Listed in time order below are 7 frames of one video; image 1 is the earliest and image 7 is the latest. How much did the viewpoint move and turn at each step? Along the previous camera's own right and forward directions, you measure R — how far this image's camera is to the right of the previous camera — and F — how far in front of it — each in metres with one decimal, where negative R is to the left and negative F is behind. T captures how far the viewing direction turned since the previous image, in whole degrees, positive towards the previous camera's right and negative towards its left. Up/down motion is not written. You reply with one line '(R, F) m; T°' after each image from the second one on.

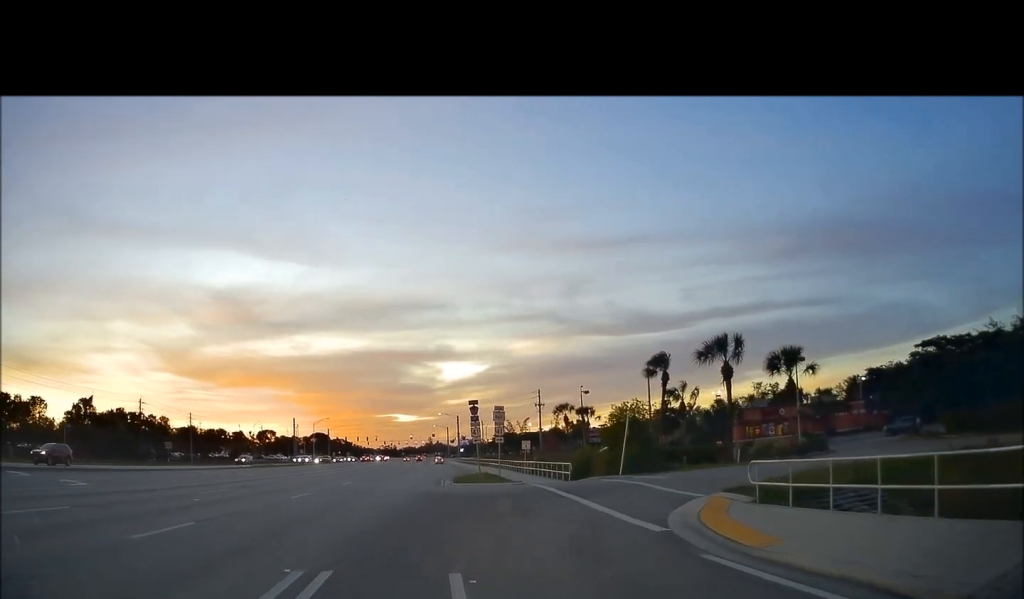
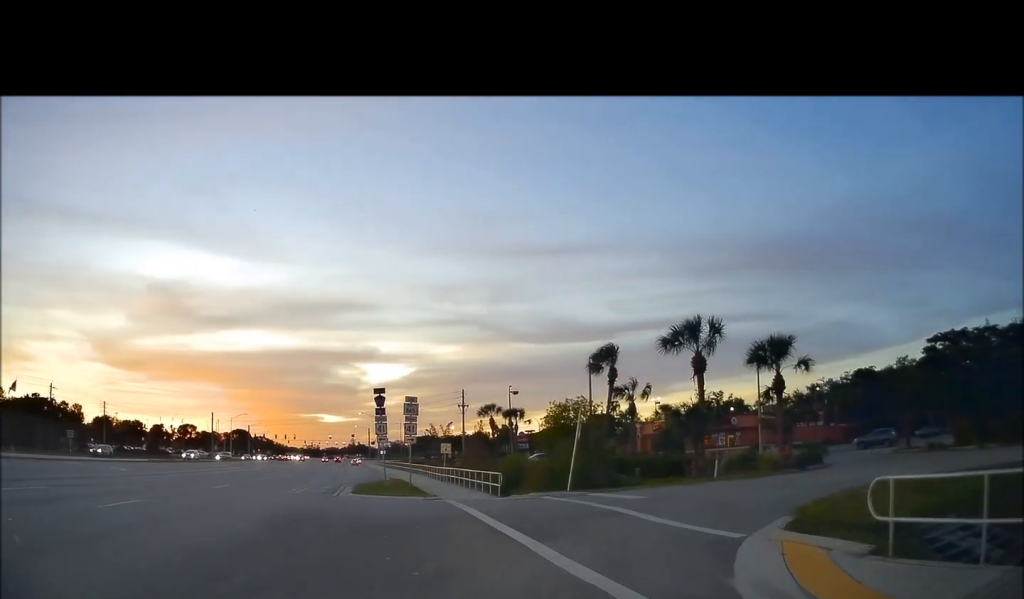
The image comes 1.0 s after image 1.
(+0.2, +8.6) m; +6°
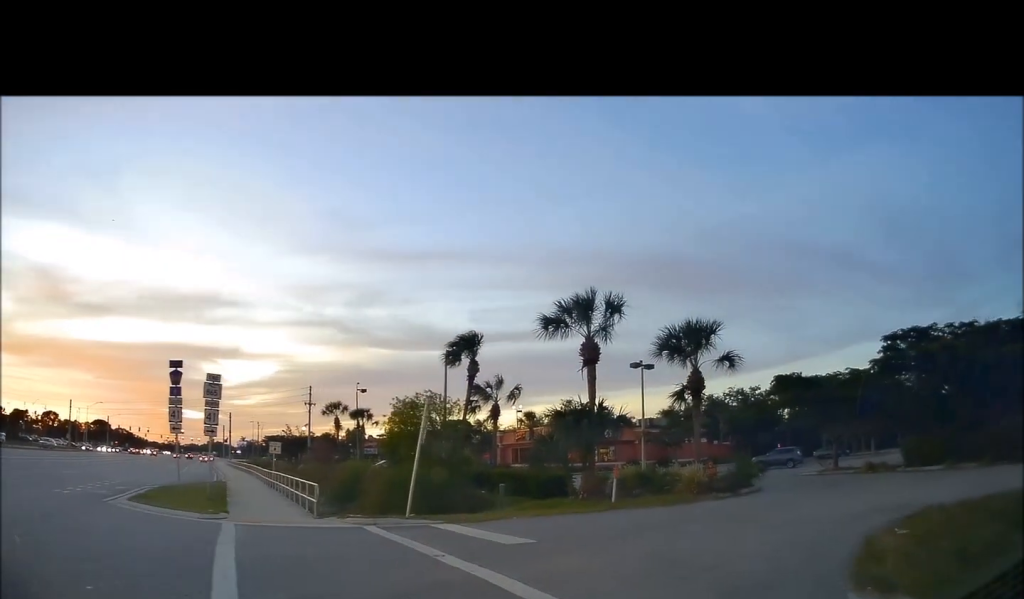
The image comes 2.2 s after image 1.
(+0.8, +8.2) m; +11°
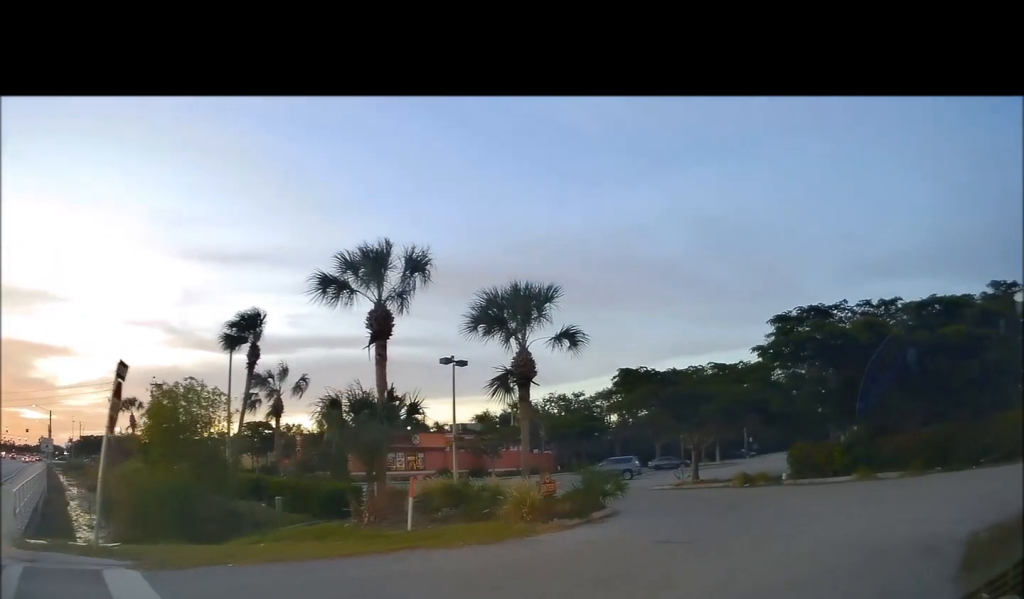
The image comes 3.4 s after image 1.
(+0.4, +6.6) m; +18°
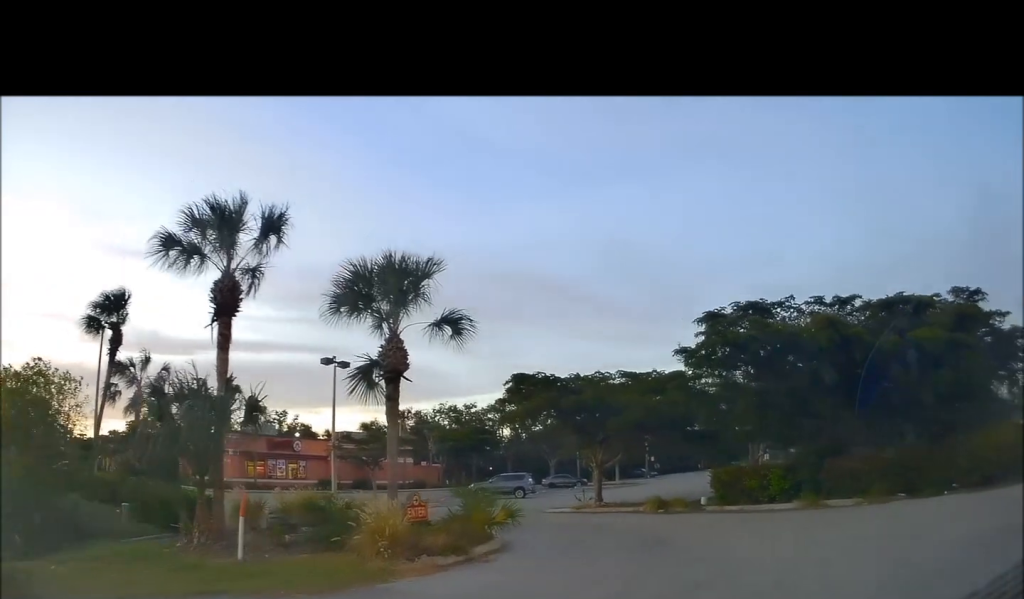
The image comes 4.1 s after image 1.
(+1.0, +3.6) m; +18°
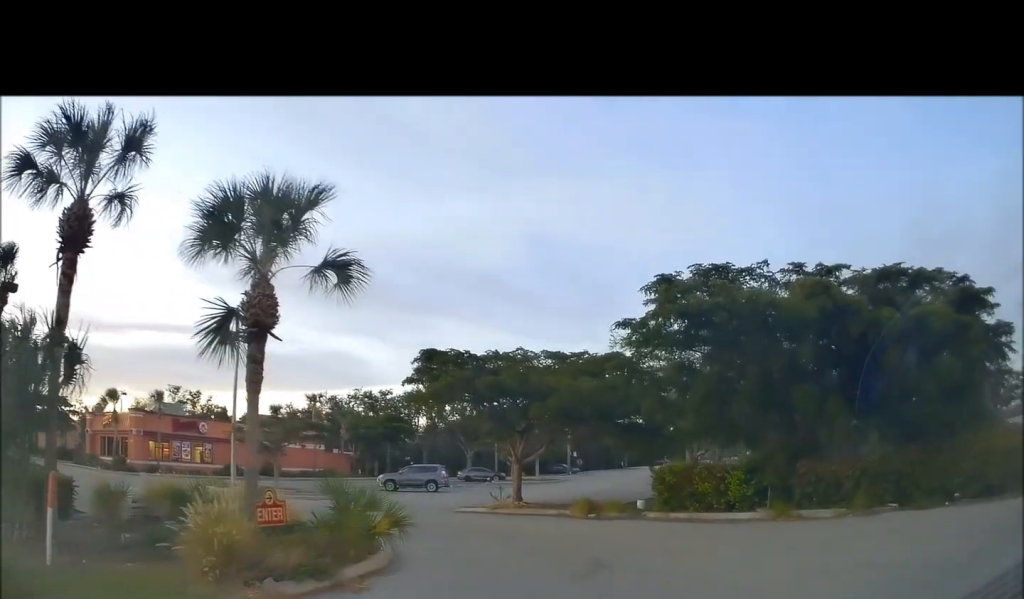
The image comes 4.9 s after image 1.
(+0.5, +3.4) m; +8°
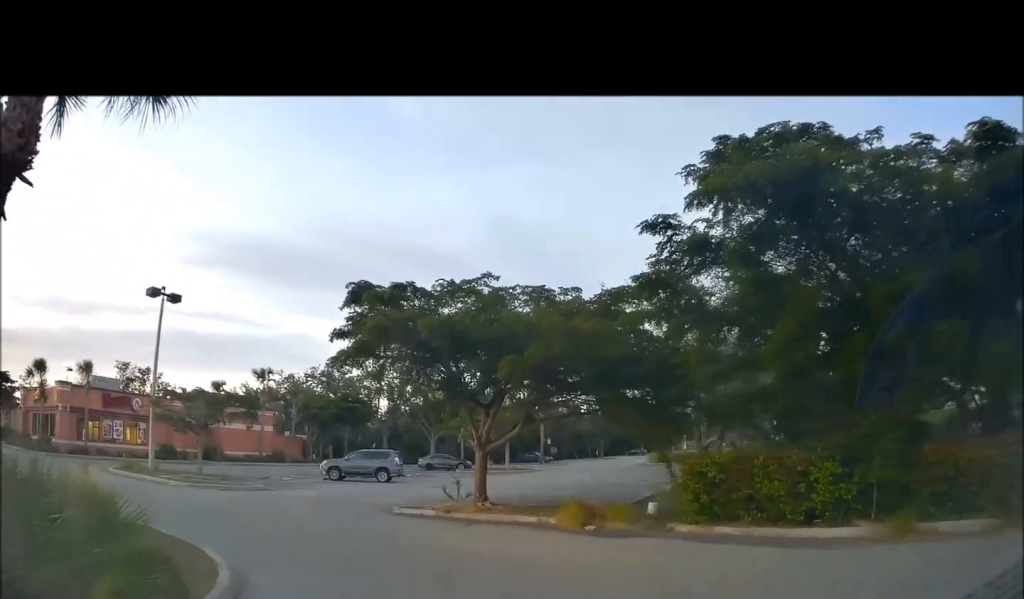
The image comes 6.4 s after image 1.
(+0.2, +6.2) m; +5°
